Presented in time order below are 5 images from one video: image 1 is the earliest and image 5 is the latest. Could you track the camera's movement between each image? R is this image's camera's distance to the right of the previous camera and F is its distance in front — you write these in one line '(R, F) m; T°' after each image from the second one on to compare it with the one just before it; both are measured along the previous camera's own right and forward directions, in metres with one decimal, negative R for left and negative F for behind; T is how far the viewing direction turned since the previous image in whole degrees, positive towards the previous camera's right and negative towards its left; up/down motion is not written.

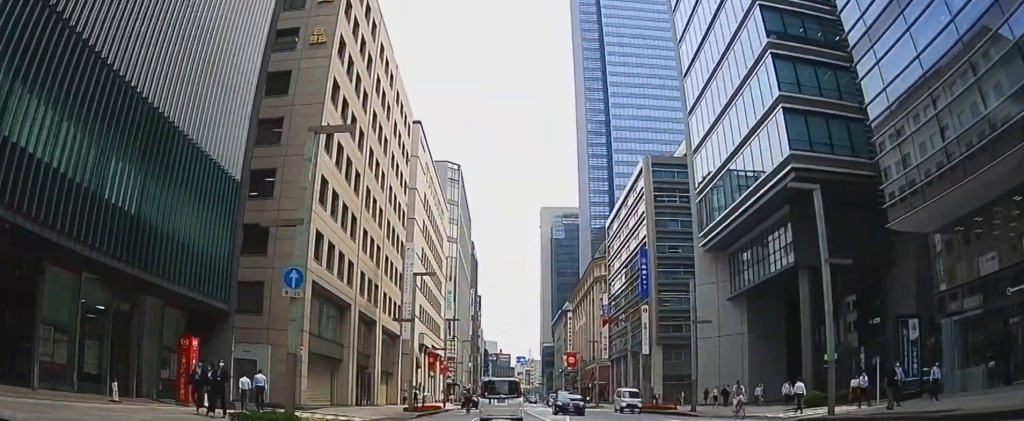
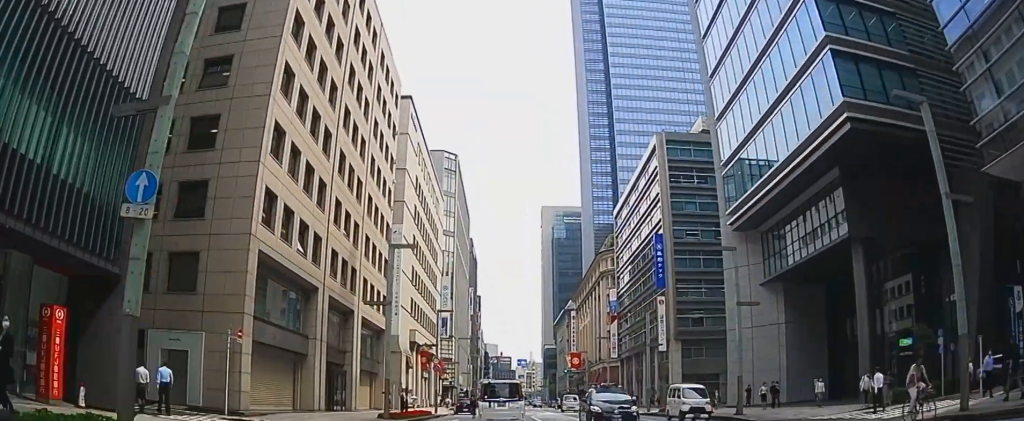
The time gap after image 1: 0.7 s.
(-0.5, +7.9) m; -1°
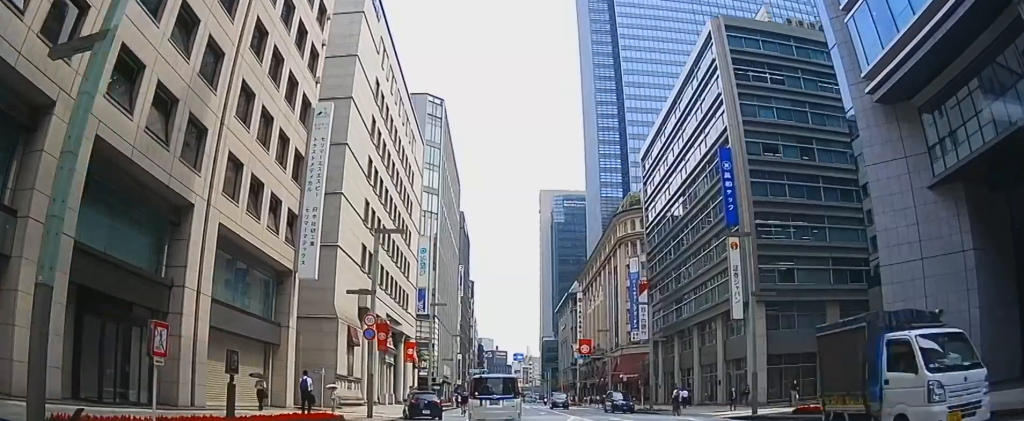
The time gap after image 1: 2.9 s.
(+0.2, +23.6) m; -3°
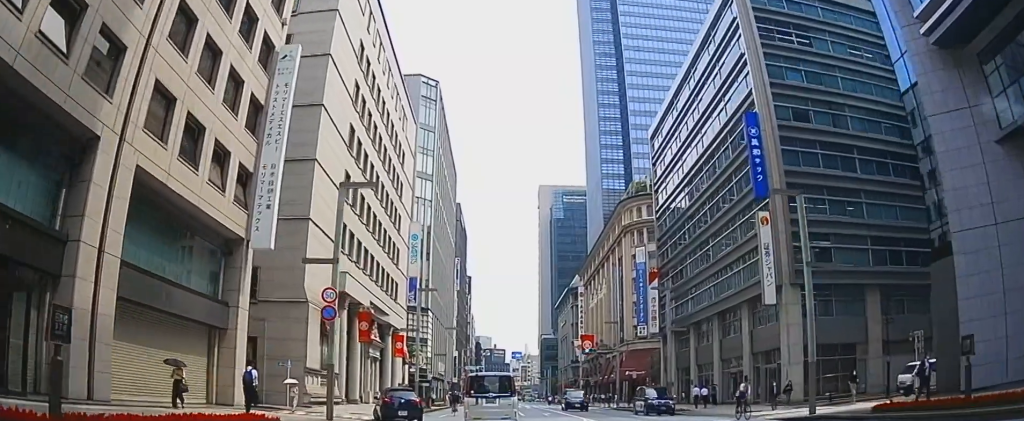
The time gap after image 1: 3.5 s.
(-0.4, +6.2) m; 0°
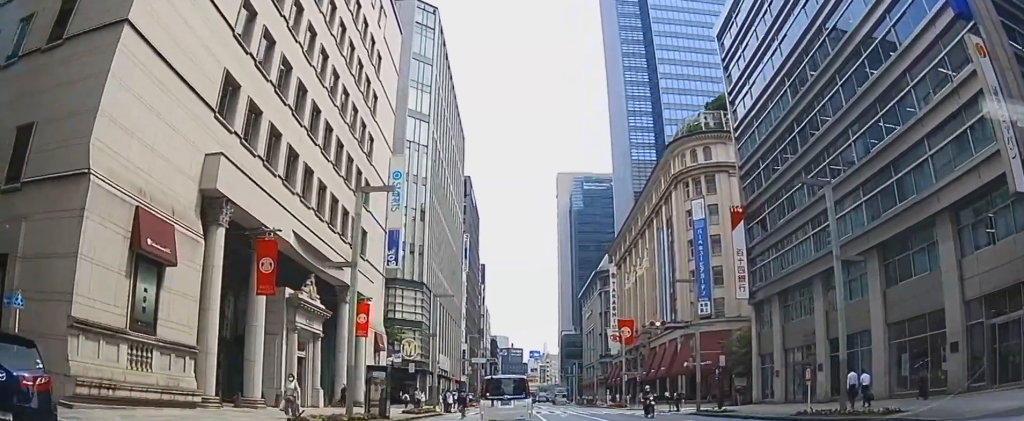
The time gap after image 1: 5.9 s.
(+1.5, +23.2) m; +2°
